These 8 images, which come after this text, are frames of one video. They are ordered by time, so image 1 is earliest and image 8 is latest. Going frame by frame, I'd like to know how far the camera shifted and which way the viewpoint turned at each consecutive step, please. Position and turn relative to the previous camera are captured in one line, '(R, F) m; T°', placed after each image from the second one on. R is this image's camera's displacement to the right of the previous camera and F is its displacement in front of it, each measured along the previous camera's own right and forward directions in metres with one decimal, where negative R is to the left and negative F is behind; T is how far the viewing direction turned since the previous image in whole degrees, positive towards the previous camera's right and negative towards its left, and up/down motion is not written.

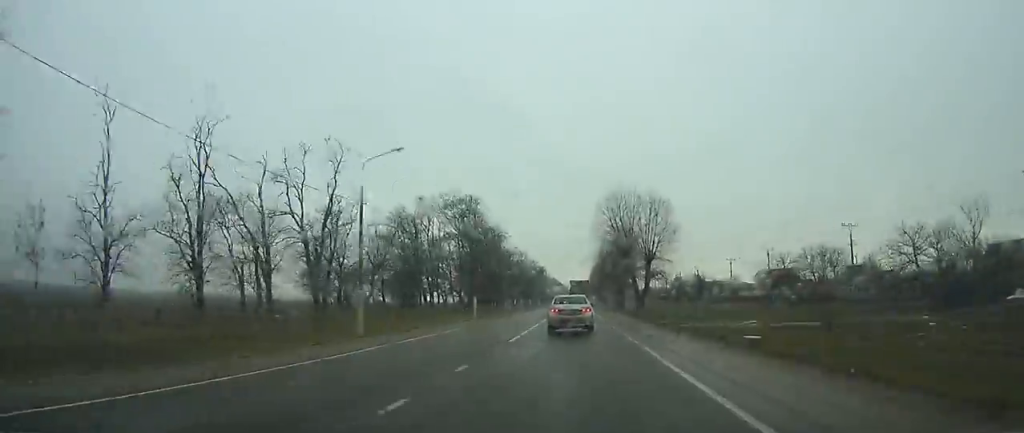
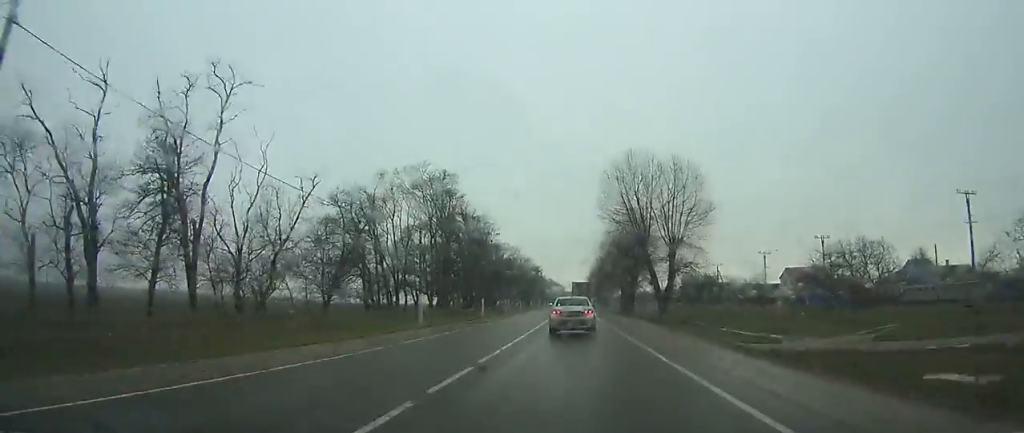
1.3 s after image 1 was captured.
(0.0, +22.4) m; 0°
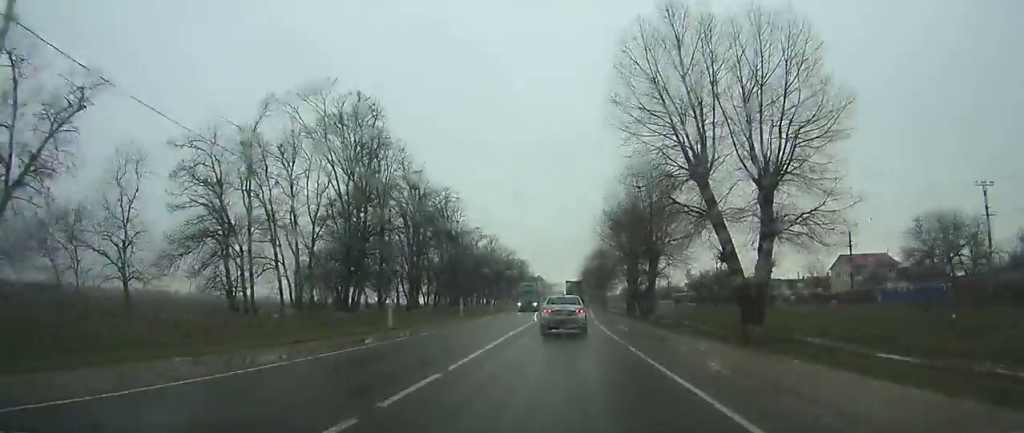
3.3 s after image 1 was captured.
(+0.2, +33.7) m; 0°
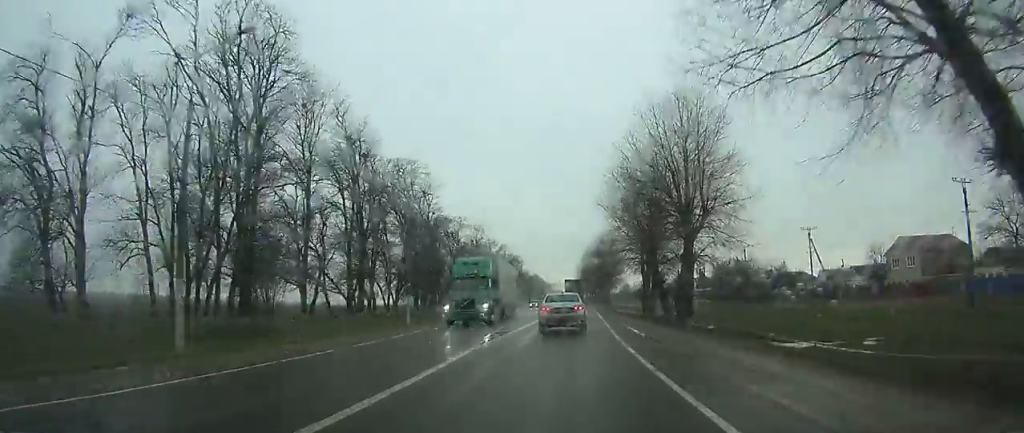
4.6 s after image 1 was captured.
(0.0, +21.4) m; 0°
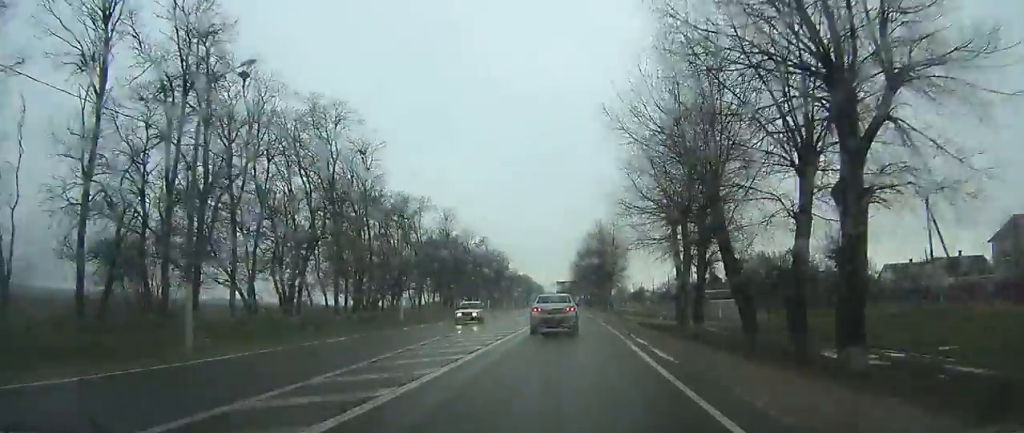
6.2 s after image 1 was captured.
(+0.1, +27.1) m; 0°
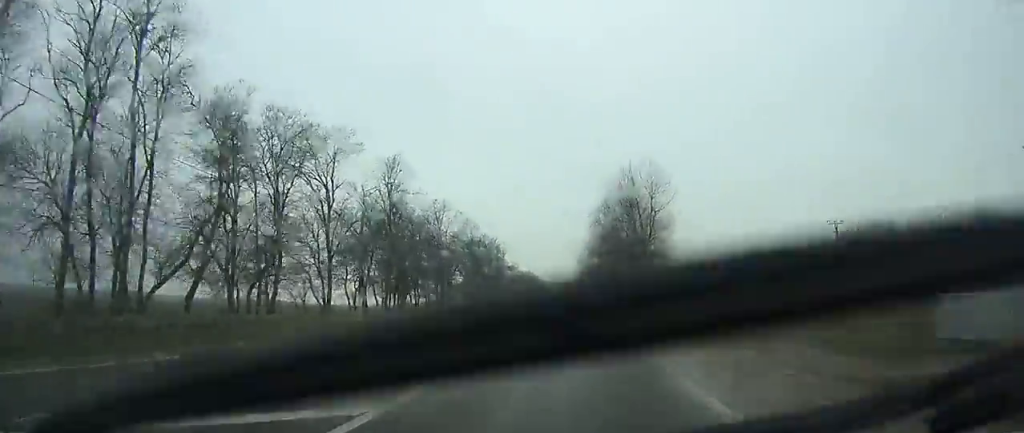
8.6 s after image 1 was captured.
(0.0, +40.7) m; 0°
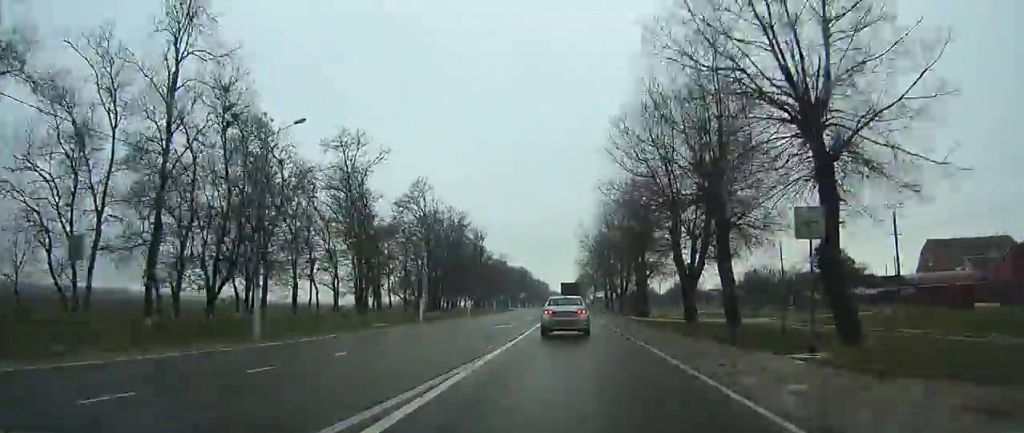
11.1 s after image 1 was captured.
(+0.1, +43.0) m; 0°
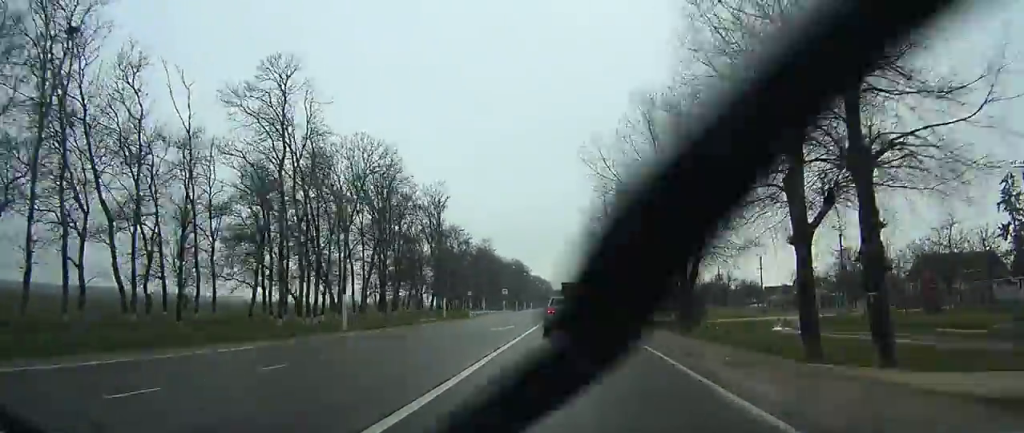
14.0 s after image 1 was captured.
(+0.1, +48.5) m; 0°
